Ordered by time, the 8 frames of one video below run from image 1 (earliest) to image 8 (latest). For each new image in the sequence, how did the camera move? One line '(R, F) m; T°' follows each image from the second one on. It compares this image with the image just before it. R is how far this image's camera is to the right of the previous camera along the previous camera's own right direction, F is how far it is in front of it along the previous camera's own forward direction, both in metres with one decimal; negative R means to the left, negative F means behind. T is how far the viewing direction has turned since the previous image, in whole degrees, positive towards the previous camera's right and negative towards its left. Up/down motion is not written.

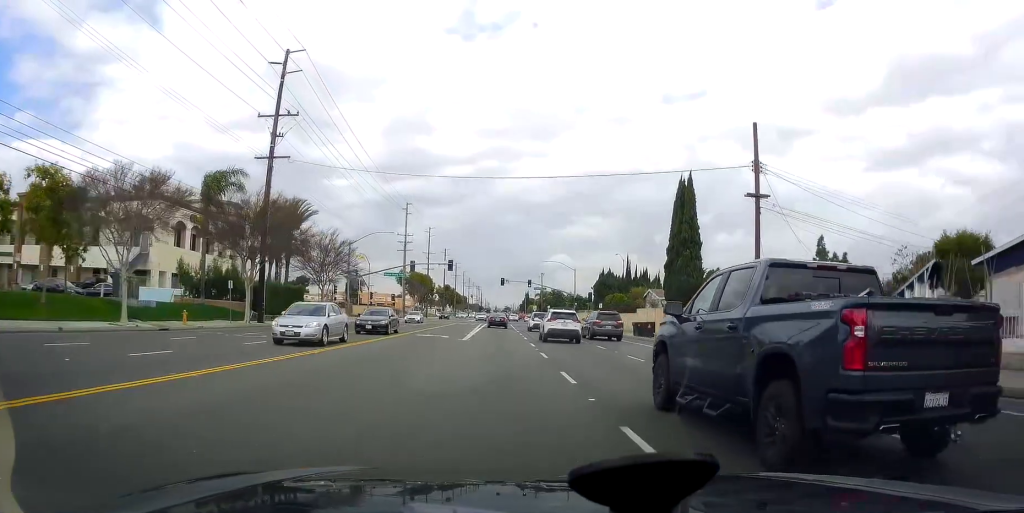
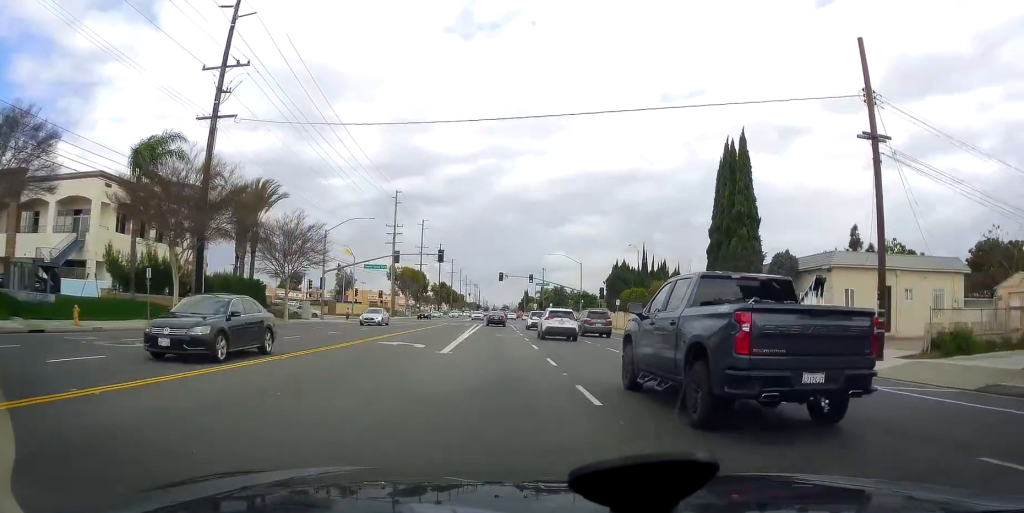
(0.0, +10.0) m; 0°
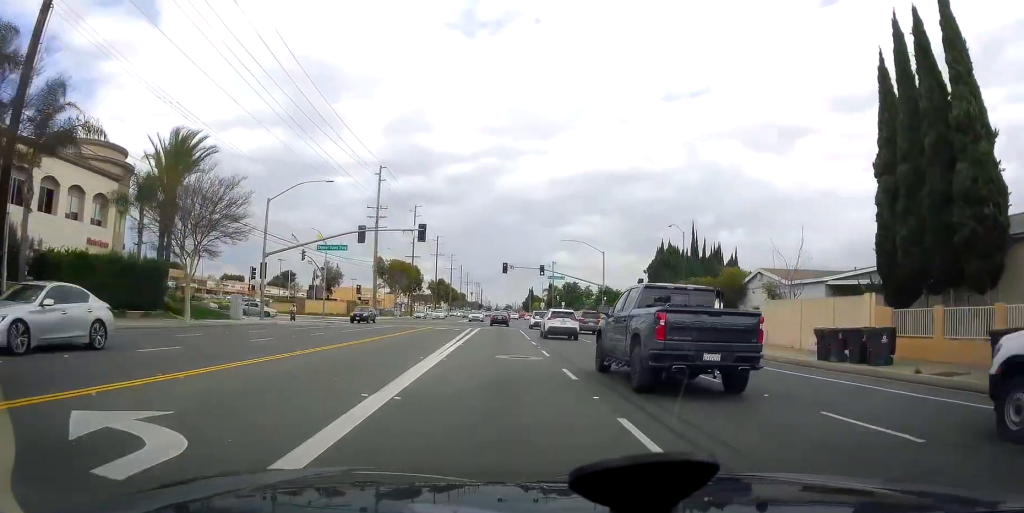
(0.0, +17.4) m; 0°
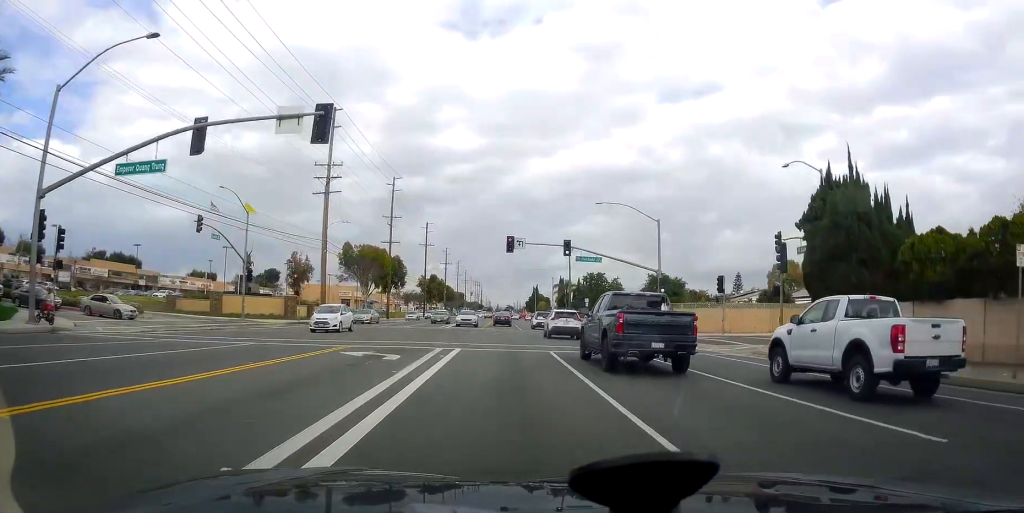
(-1.5, +25.4) m; -3°
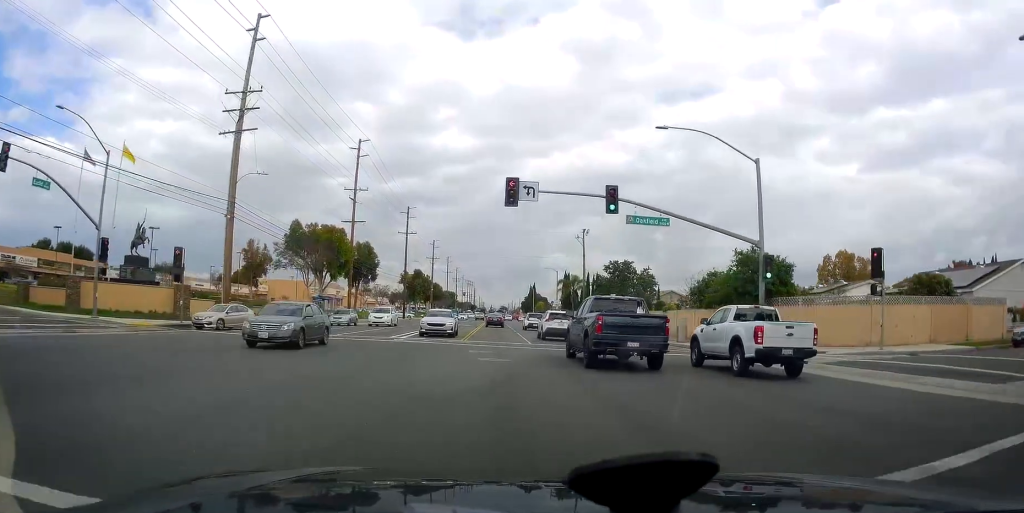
(+1.1, +20.8) m; +4°
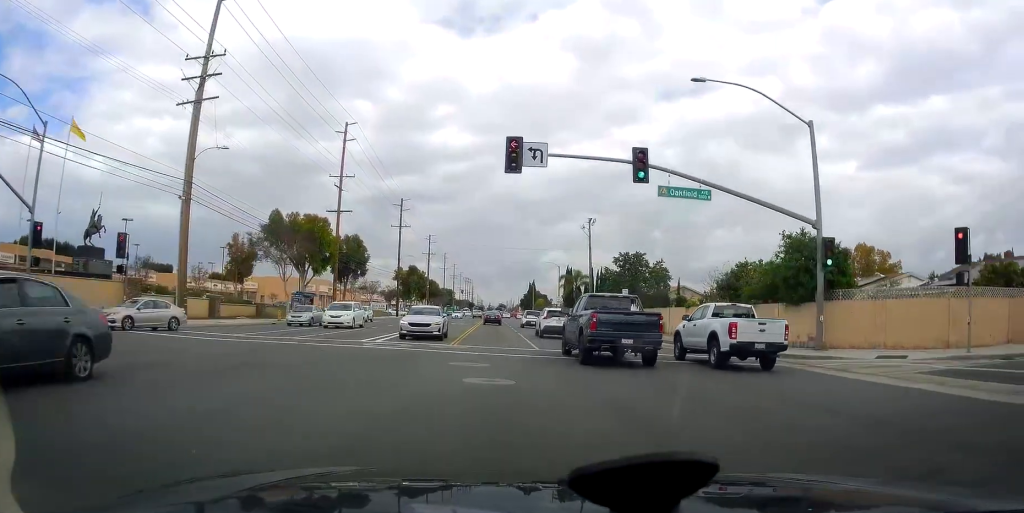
(0.0, +6.0) m; 0°
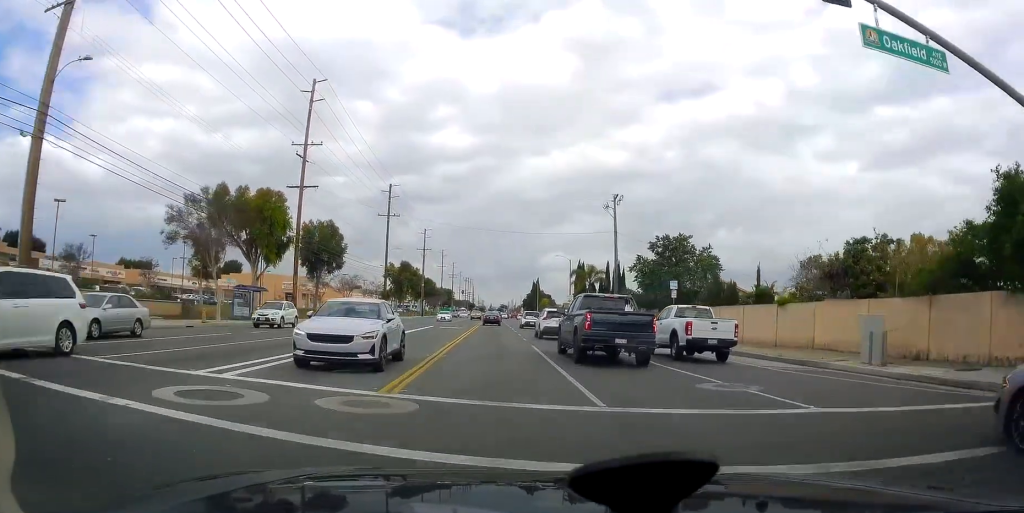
(0.0, +13.6) m; 0°
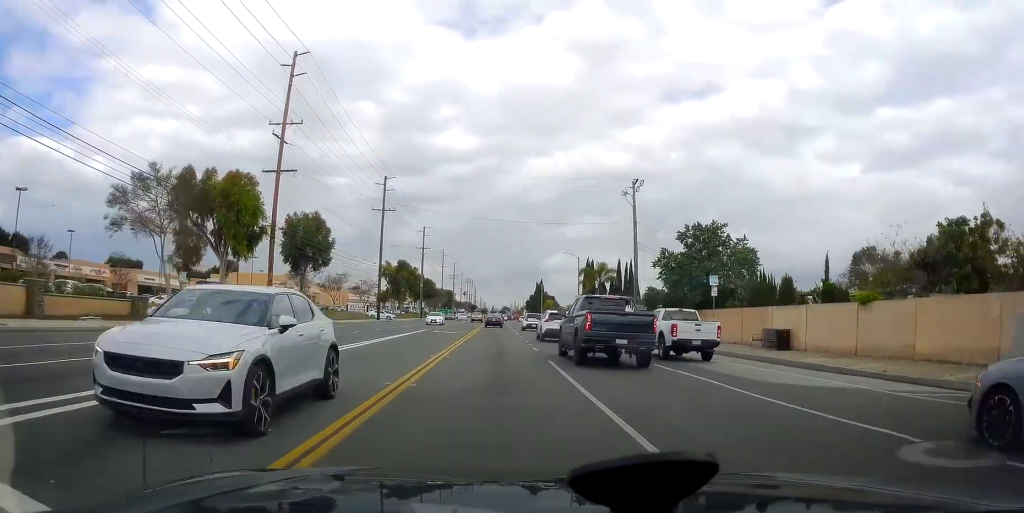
(0.0, +6.6) m; 0°
